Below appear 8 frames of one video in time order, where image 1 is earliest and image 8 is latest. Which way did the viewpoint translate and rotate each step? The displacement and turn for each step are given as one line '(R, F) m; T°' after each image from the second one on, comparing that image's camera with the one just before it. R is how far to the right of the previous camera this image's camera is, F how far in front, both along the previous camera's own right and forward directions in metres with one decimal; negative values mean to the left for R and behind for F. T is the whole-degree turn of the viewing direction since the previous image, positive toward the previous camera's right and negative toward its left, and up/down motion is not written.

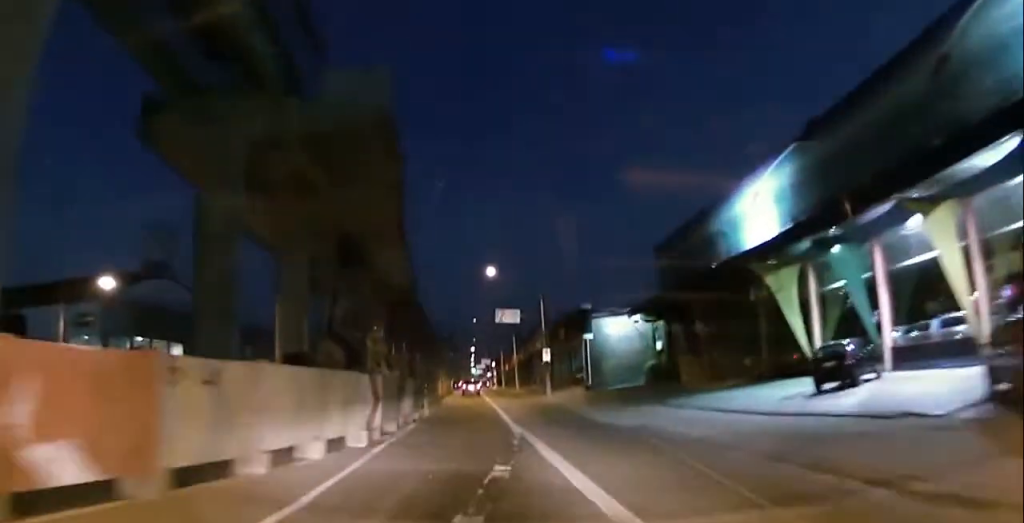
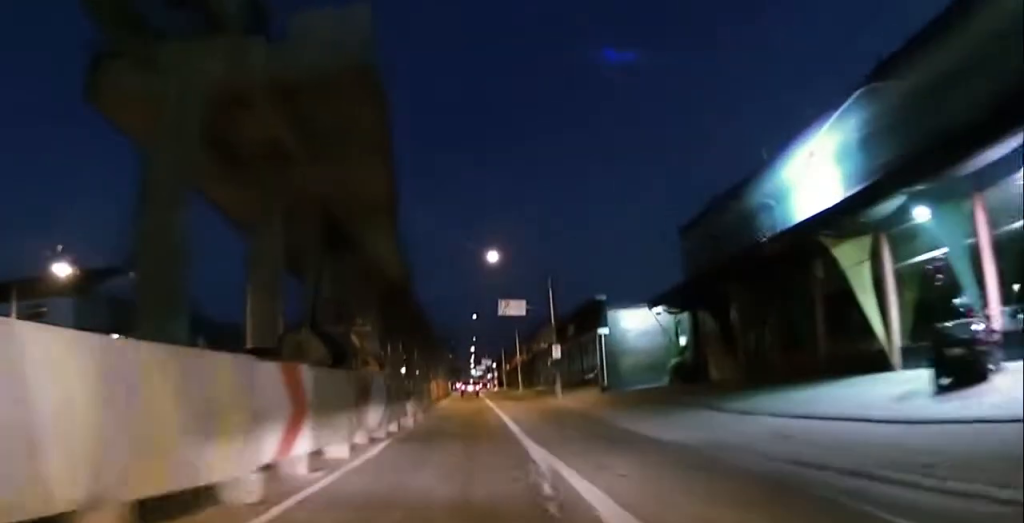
(+0.1, +6.2) m; 0°
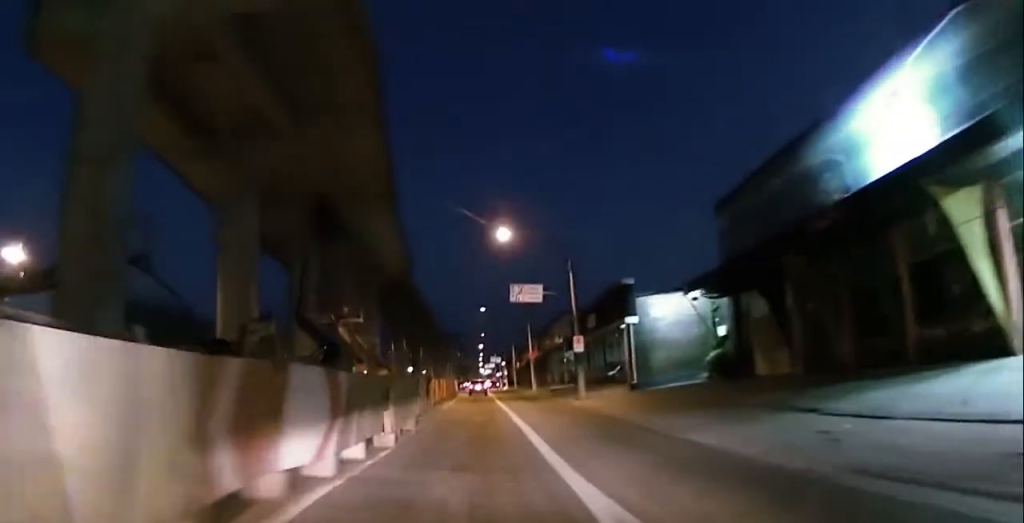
(+0.1, +6.2) m; -1°
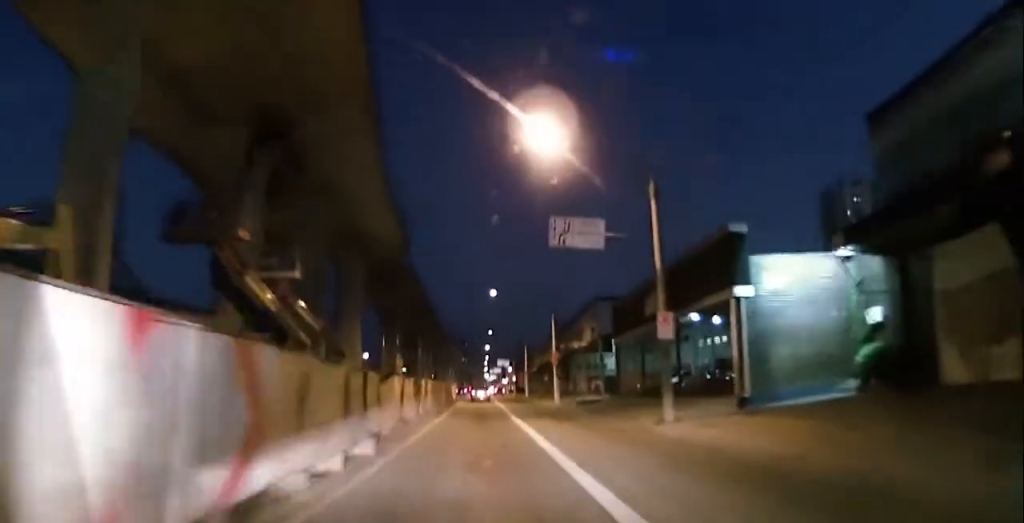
(-0.7, +16.4) m; -1°
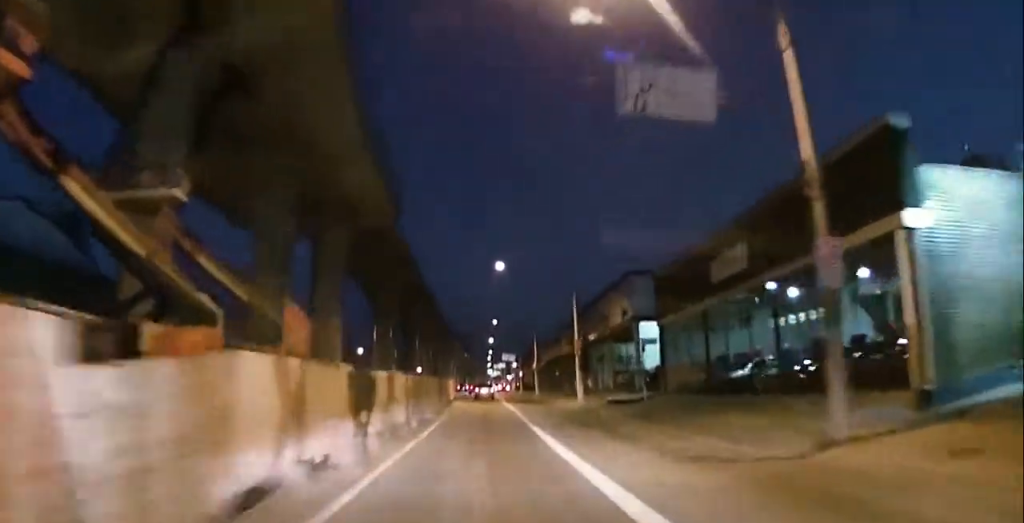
(+0.4, +10.7) m; 0°
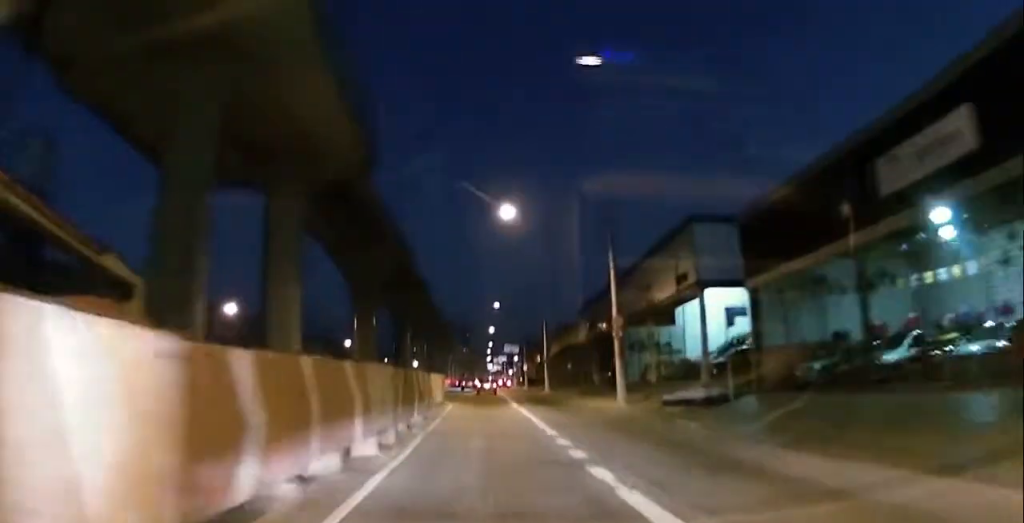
(-0.2, +12.4) m; -1°
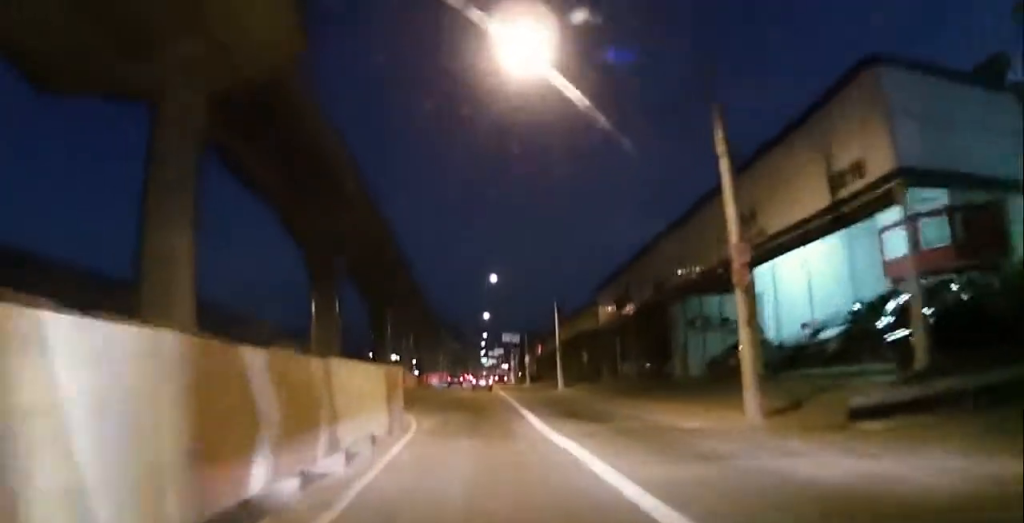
(-0.2, +15.5) m; +1°
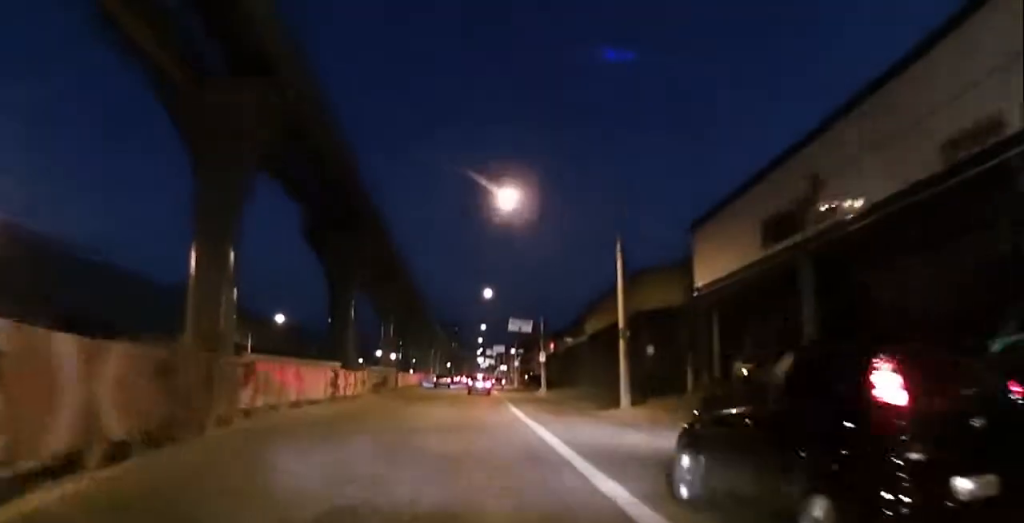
(+0.8, +24.3) m; +2°
